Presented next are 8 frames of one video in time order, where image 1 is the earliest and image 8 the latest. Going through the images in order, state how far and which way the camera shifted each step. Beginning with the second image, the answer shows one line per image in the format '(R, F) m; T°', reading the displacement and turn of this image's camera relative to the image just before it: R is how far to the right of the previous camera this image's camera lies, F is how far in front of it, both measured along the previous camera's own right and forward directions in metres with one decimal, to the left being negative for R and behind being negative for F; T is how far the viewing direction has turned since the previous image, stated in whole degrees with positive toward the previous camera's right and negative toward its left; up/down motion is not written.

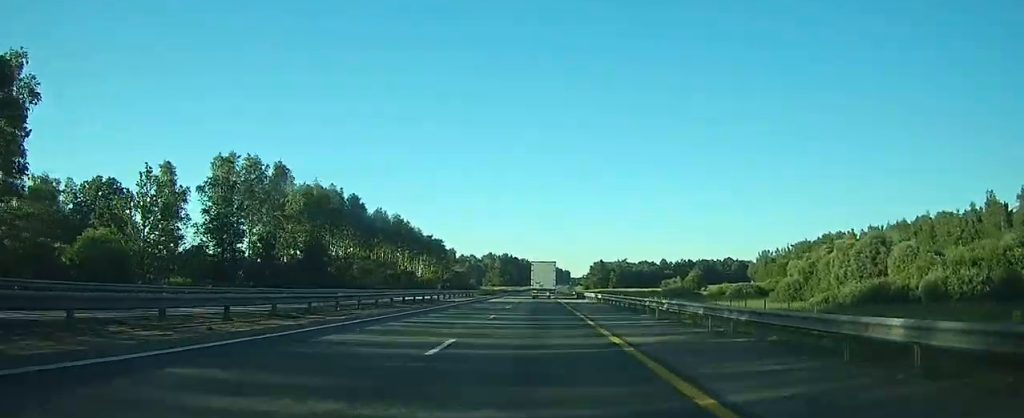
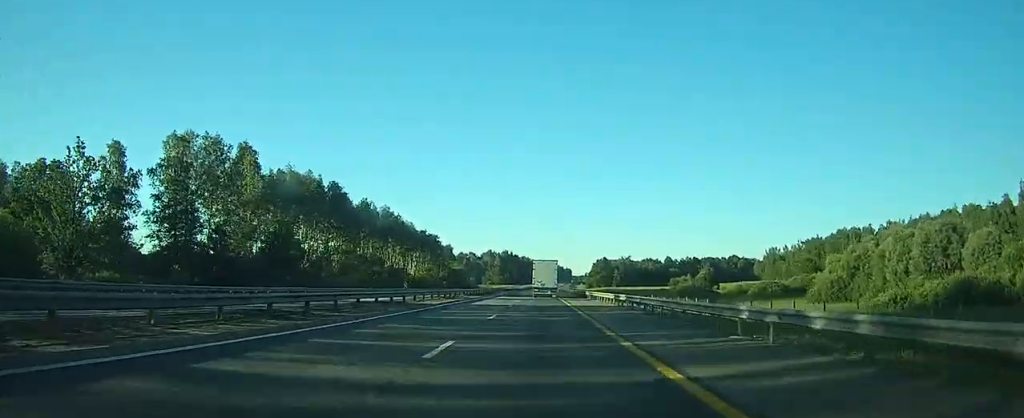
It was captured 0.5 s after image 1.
(0.0, +12.4) m; 0°
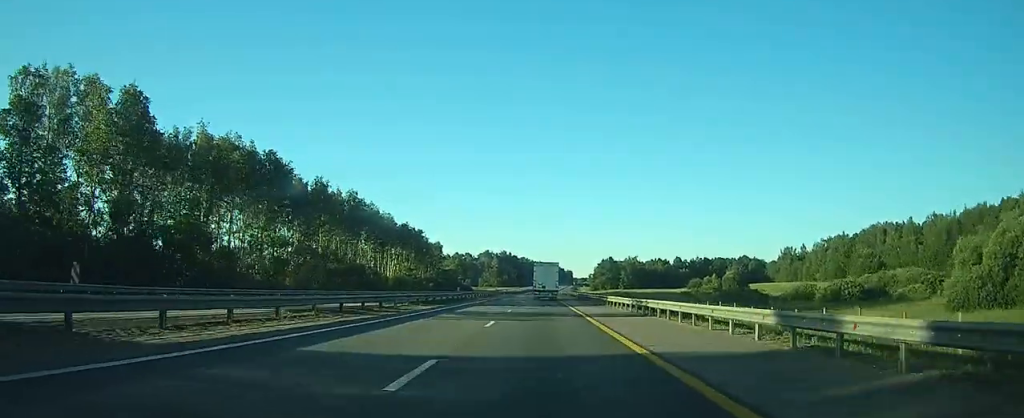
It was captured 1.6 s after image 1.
(0.0, +26.7) m; 0°
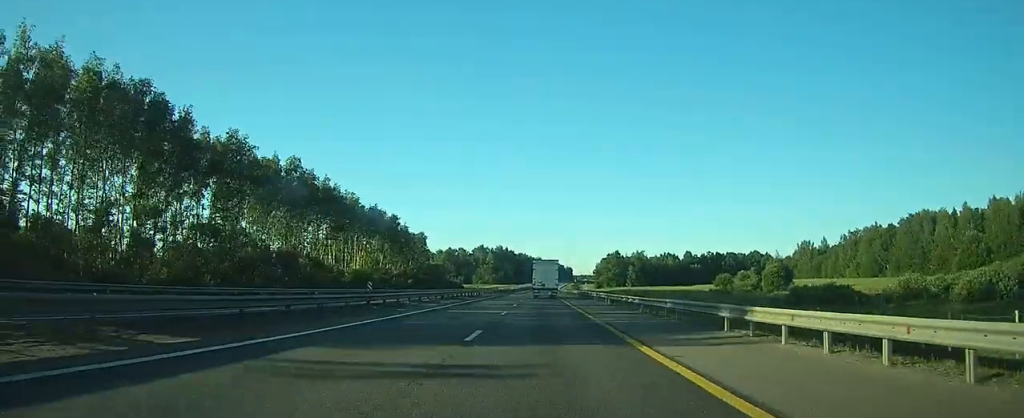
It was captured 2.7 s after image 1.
(0.0, +29.5) m; 0°
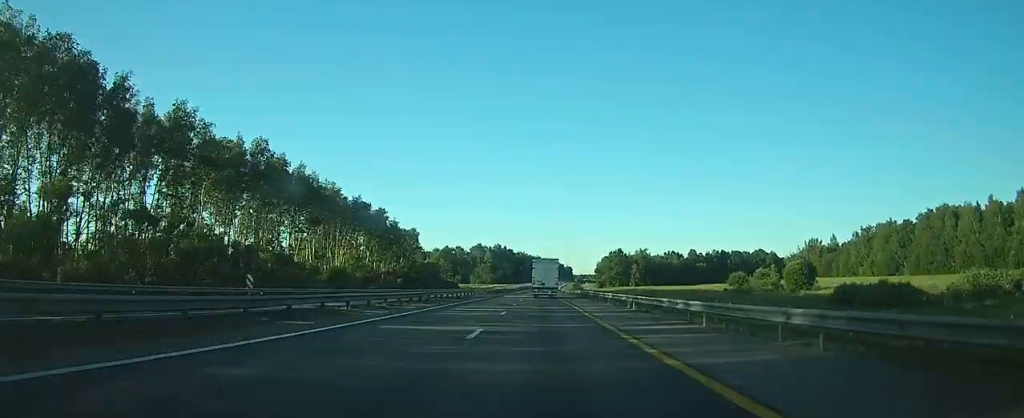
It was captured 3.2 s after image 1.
(0.0, +11.9) m; 0°
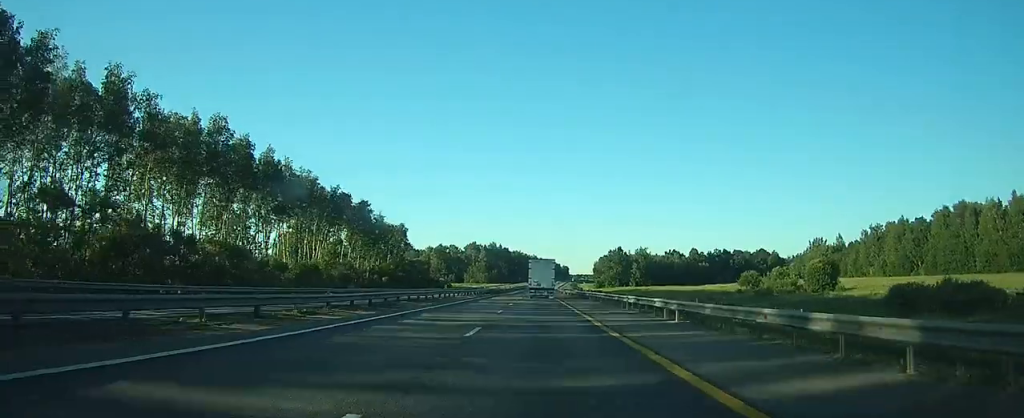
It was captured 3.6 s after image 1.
(0.0, +11.1) m; 0°
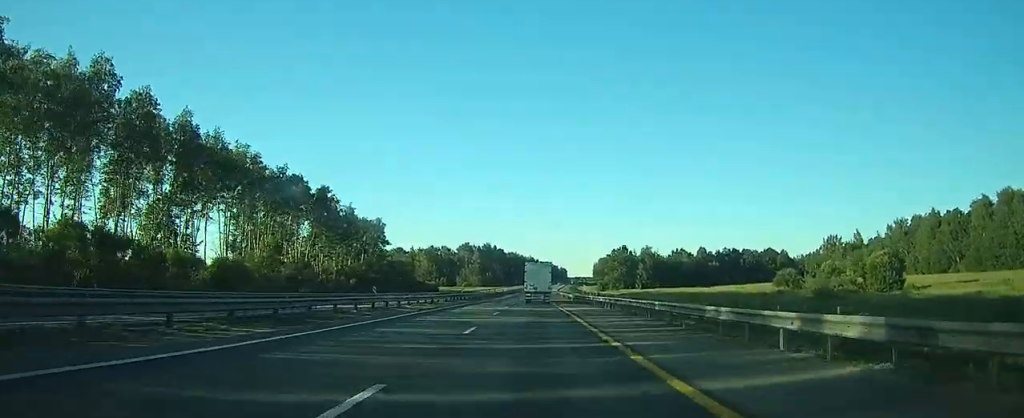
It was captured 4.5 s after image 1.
(+0.1, +22.2) m; 0°
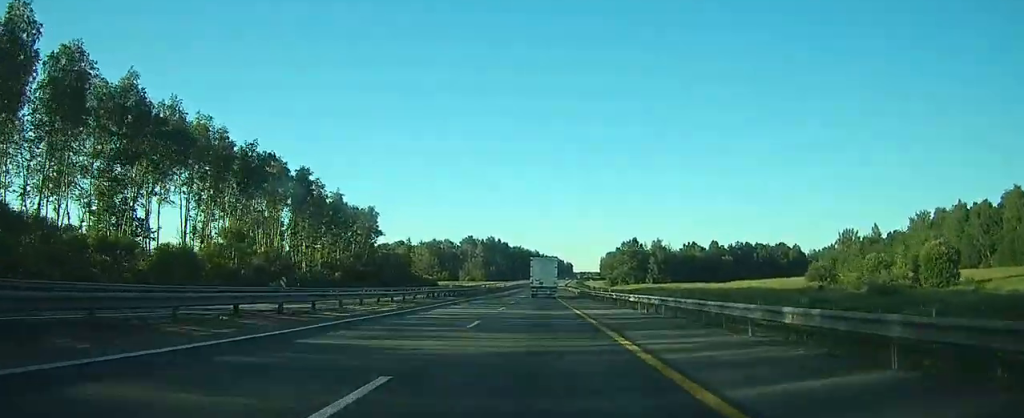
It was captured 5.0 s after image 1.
(0.0, +12.0) m; 0°
